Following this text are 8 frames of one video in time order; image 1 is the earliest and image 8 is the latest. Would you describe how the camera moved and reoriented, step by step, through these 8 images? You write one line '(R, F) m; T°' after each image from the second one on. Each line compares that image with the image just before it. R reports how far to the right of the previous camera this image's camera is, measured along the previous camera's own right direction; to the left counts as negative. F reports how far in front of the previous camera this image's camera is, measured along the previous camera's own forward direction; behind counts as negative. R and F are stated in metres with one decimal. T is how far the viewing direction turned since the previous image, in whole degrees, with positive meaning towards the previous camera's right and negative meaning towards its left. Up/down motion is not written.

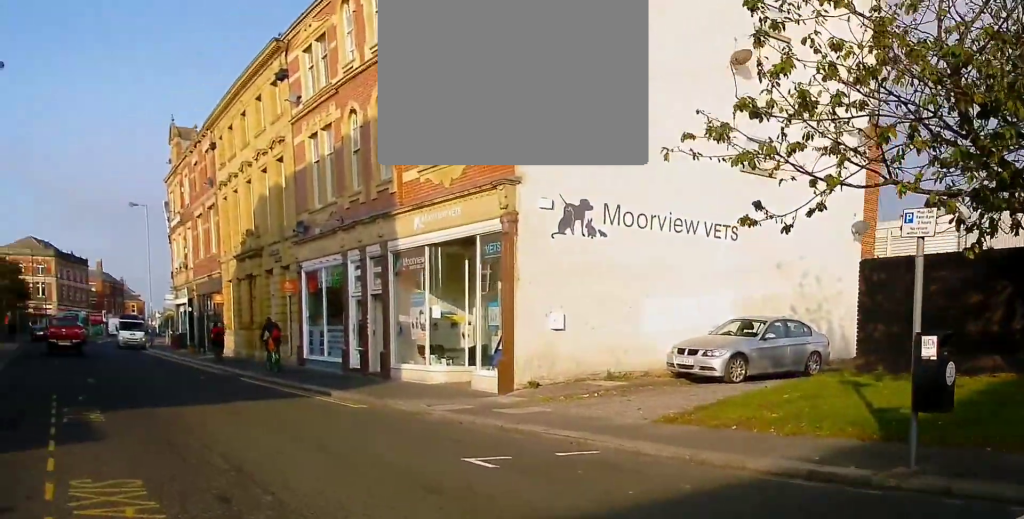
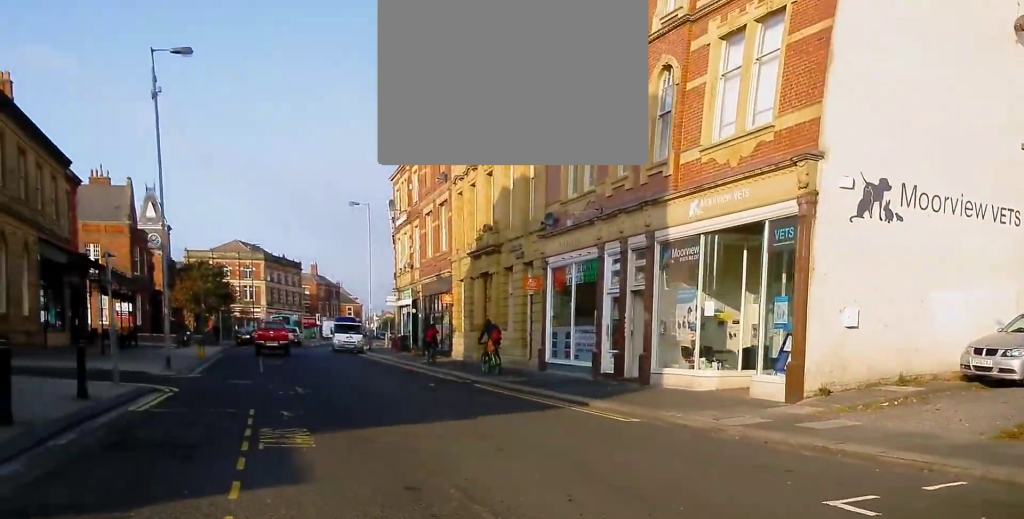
(-0.1, +2.8) m; -5°
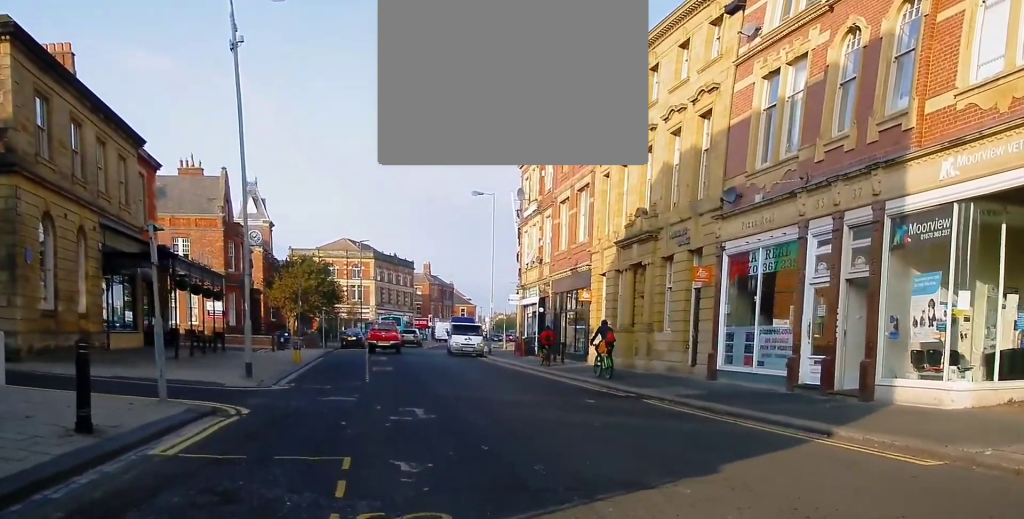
(-0.2, +5.4) m; -4°
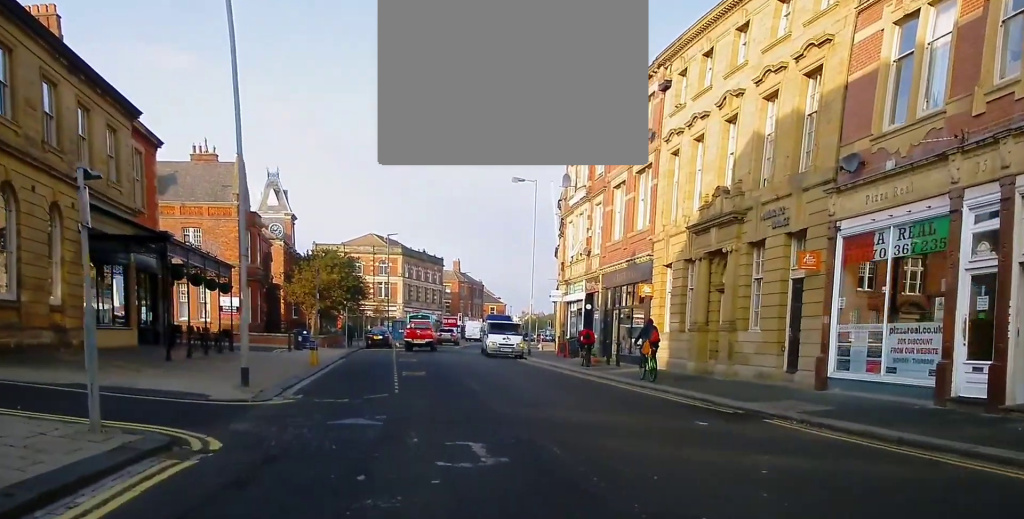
(-0.1, +4.4) m; -1°
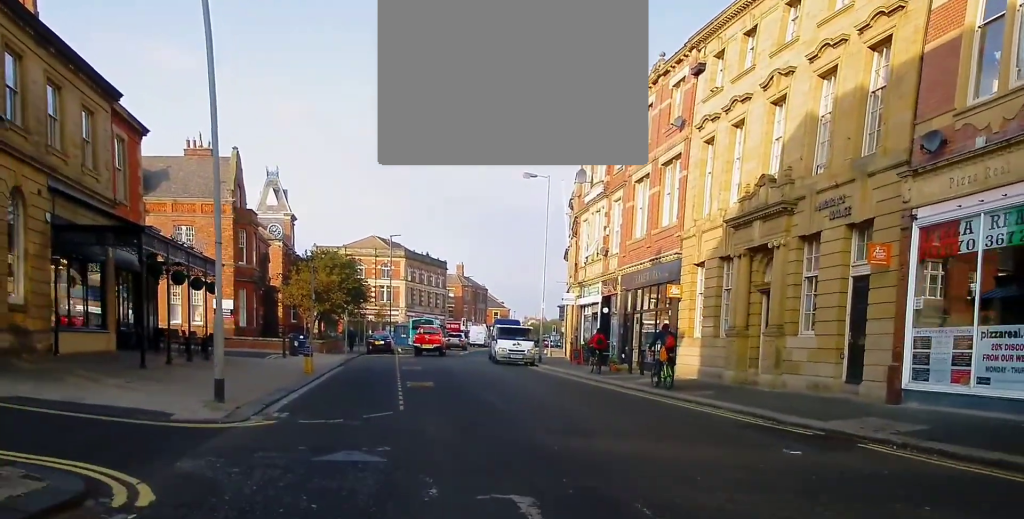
(0.0, +2.6) m; 0°
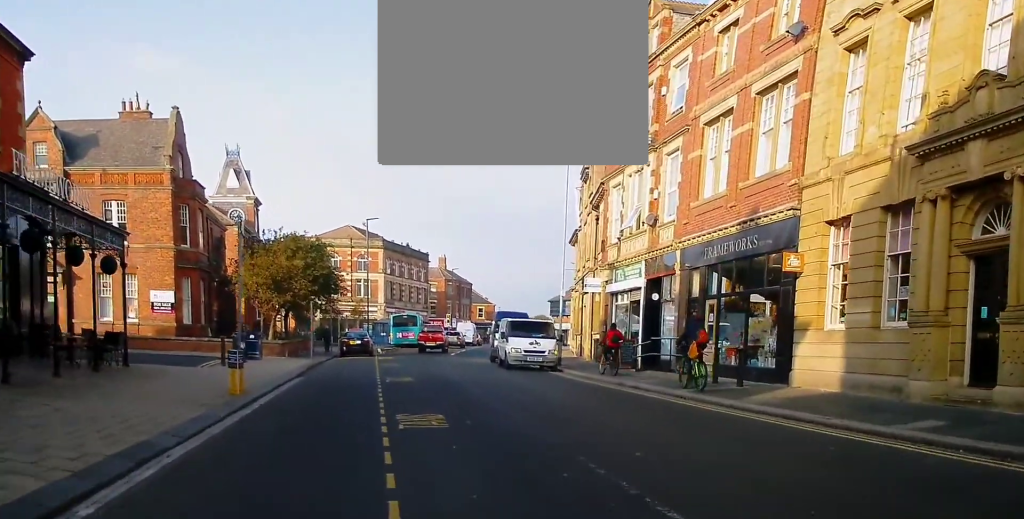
(+0.2, +9.7) m; +3°
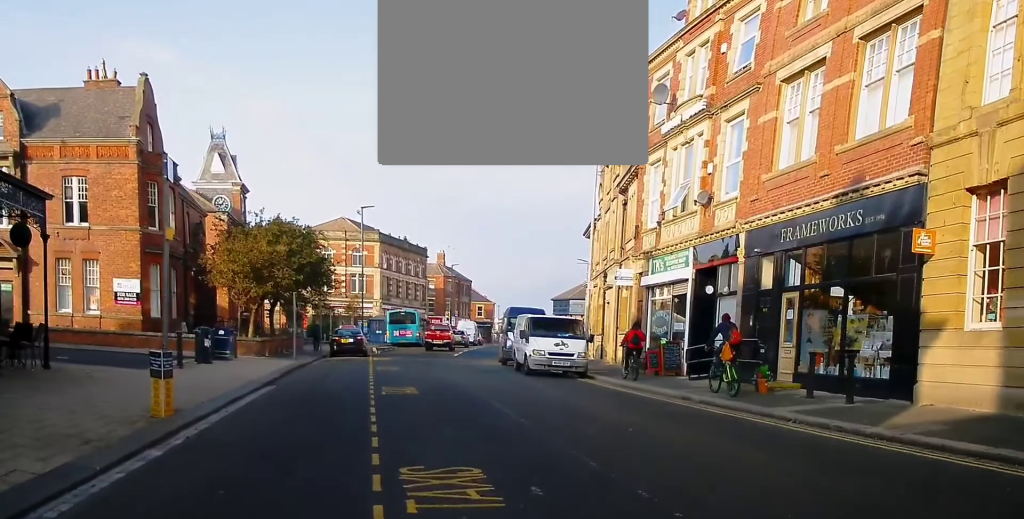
(0.0, +4.9) m; 0°
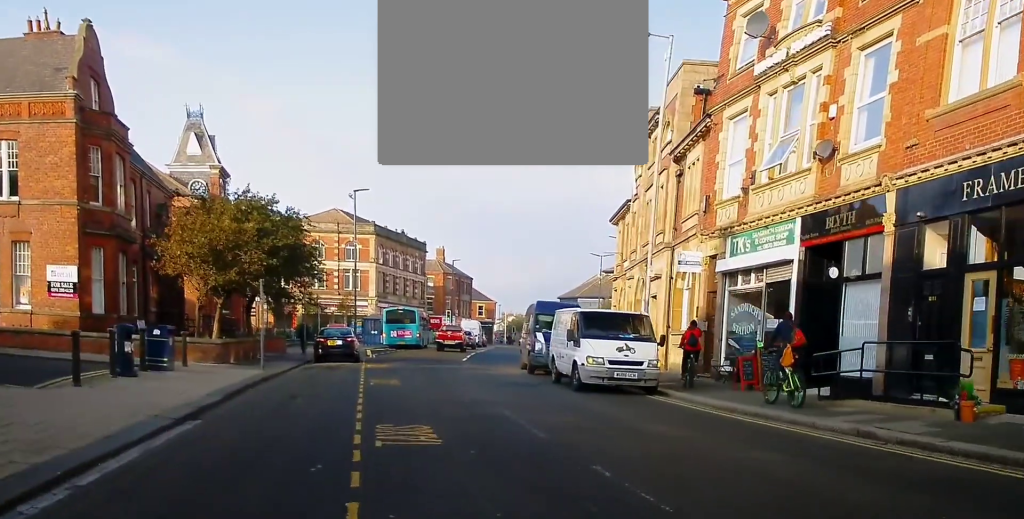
(+0.1, +6.9) m; +5°
